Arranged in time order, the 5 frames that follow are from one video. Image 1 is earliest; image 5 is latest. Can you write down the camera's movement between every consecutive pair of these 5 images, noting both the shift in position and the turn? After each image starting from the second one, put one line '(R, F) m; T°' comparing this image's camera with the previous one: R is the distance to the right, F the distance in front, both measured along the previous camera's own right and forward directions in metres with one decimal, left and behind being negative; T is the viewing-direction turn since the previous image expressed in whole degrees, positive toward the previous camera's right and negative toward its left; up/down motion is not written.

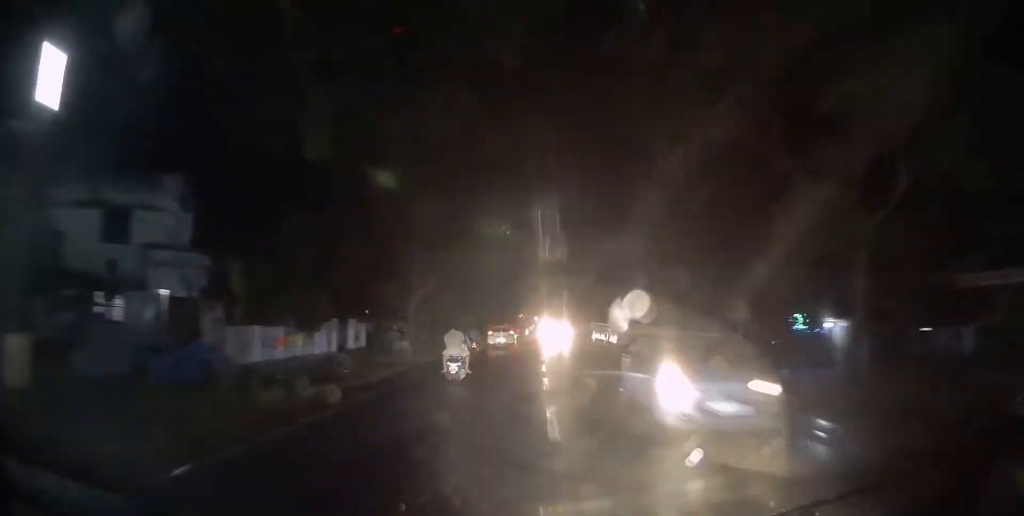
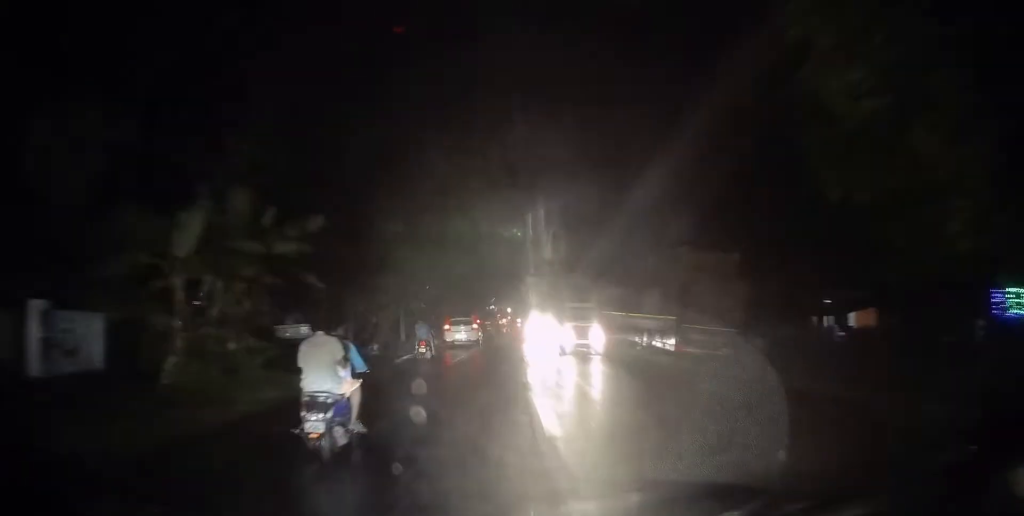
(-0.3, +26.3) m; 0°
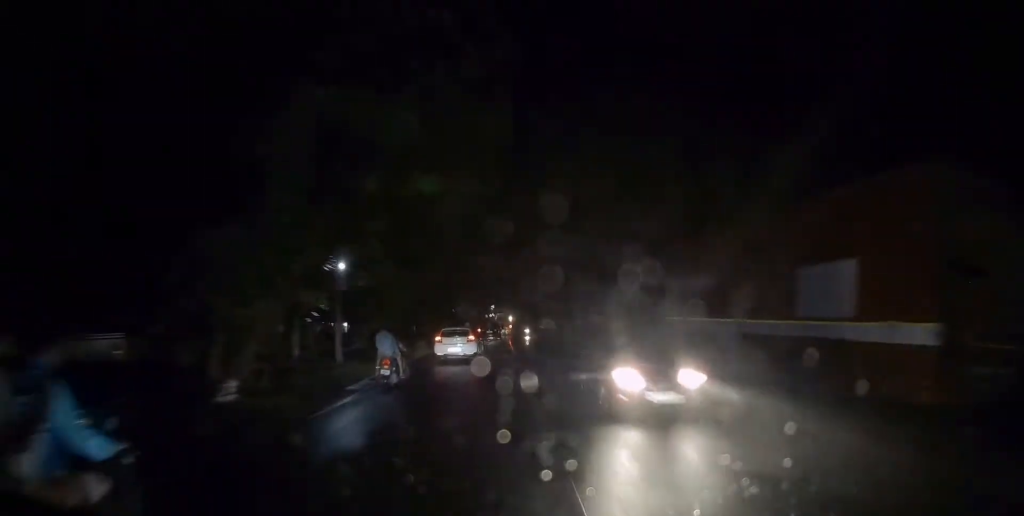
(+0.3, +18.9) m; +1°
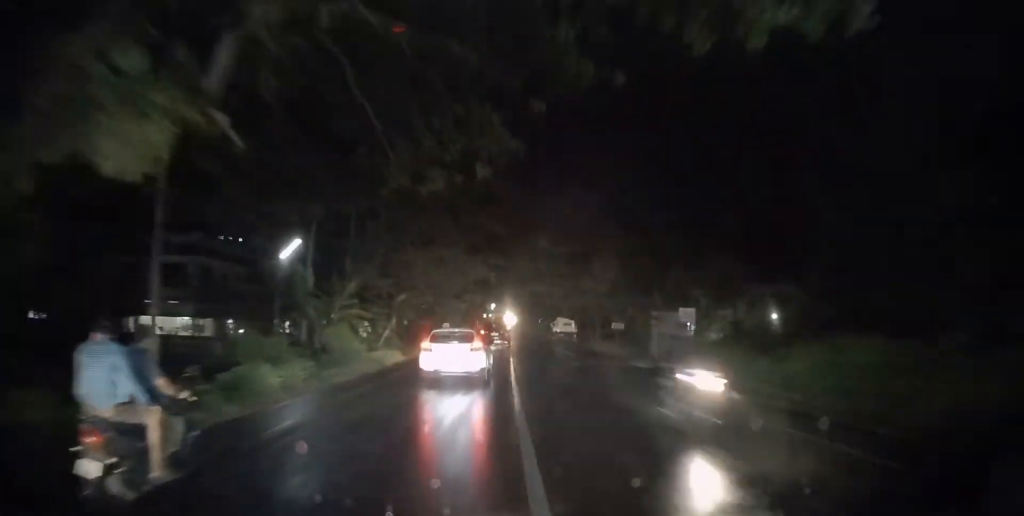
(+0.6, +31.5) m; +2°
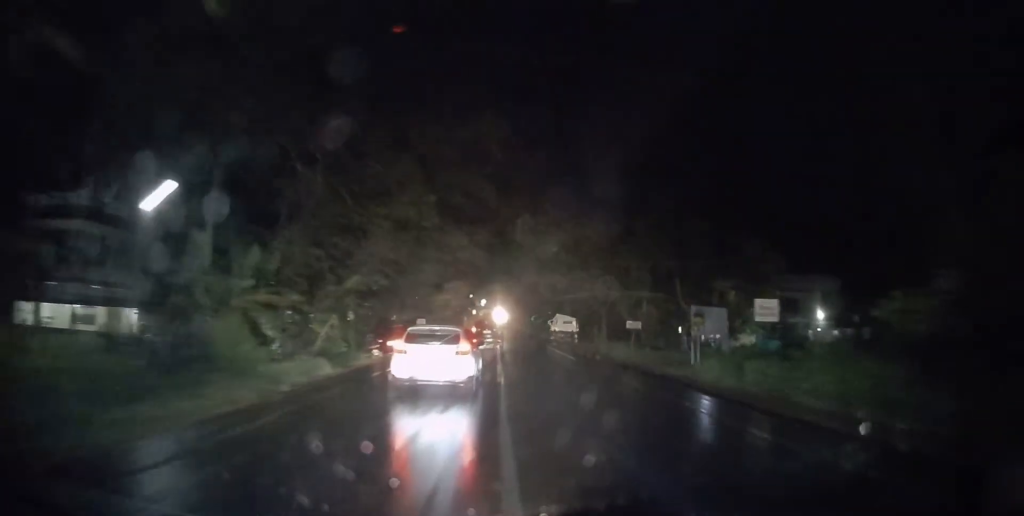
(-0.1, +10.9) m; 0°
